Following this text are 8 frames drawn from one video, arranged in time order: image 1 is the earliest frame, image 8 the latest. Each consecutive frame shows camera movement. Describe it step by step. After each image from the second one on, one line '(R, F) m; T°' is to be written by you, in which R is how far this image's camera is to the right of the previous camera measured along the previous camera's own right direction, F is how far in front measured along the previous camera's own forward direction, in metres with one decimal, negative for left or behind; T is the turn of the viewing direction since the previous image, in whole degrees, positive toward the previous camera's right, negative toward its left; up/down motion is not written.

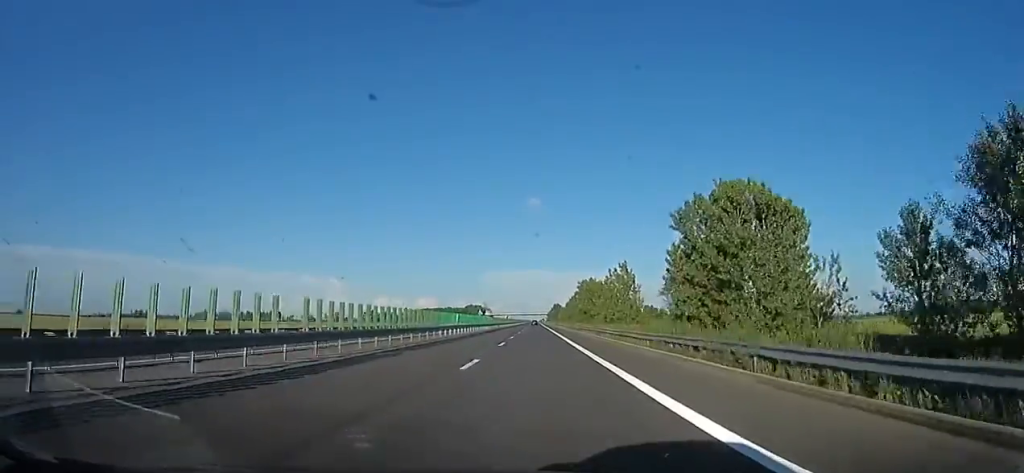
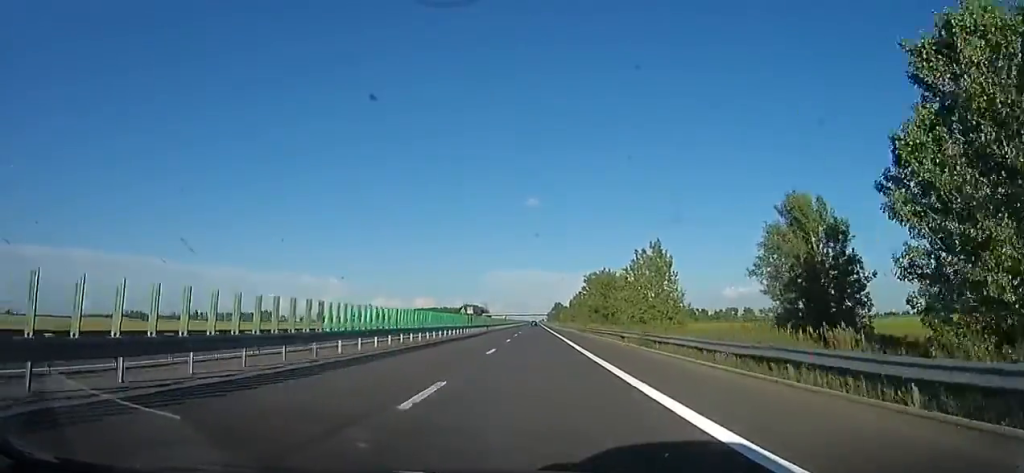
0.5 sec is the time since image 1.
(-0.6, +17.9) m; -1°
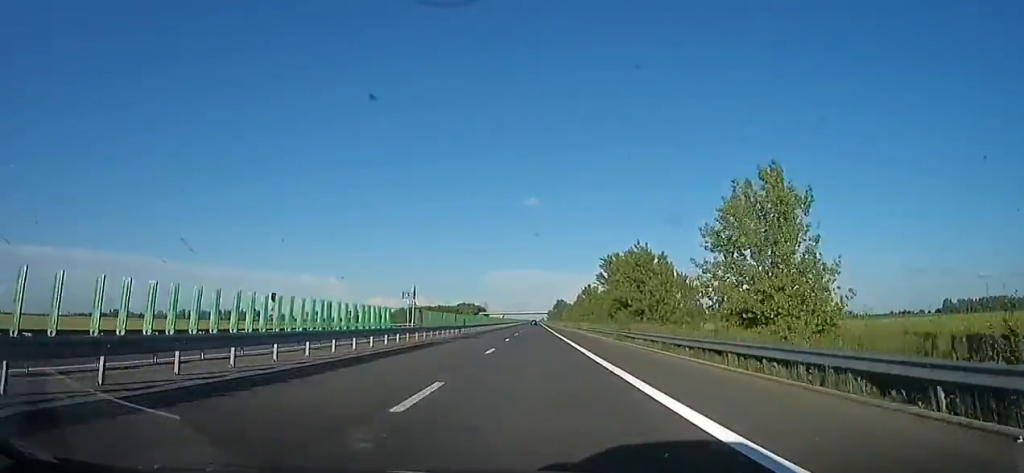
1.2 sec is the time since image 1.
(-0.3, +24.5) m; 0°
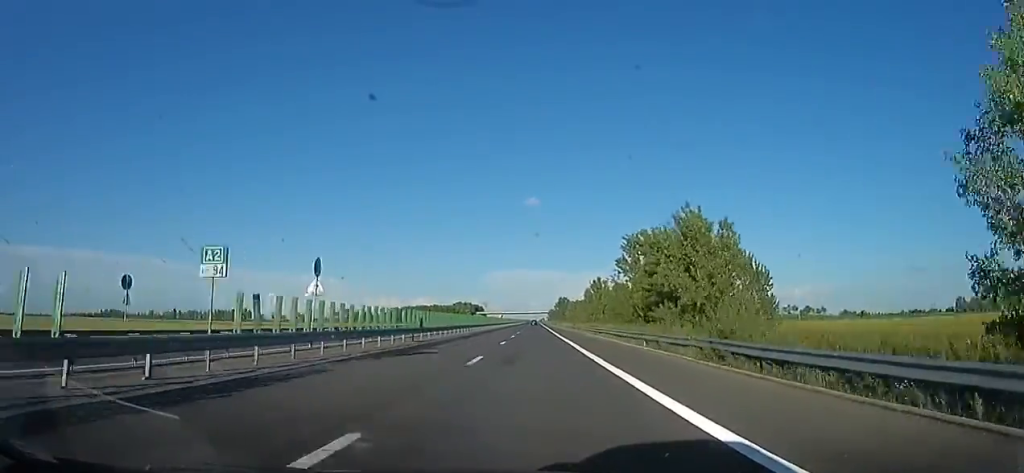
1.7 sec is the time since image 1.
(-0.3, +16.7) m; +1°
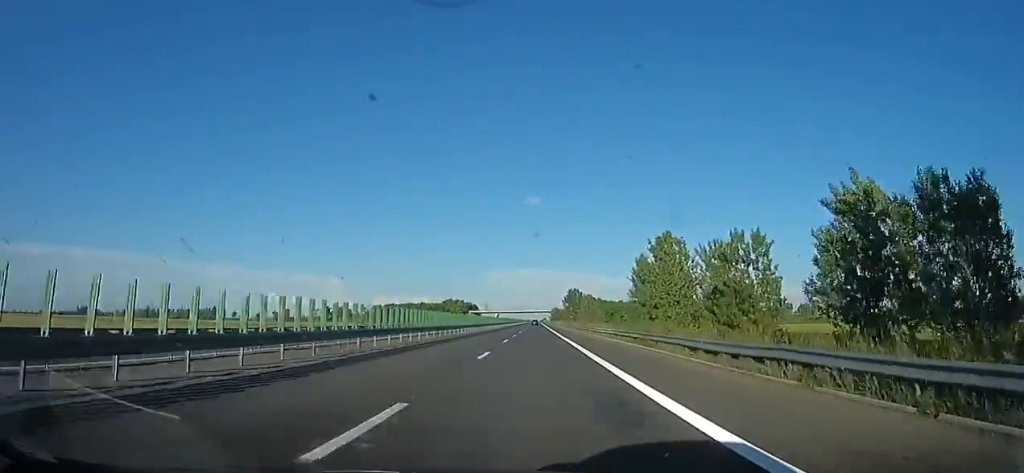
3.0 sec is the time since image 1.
(+1.2, +46.7) m; 0°
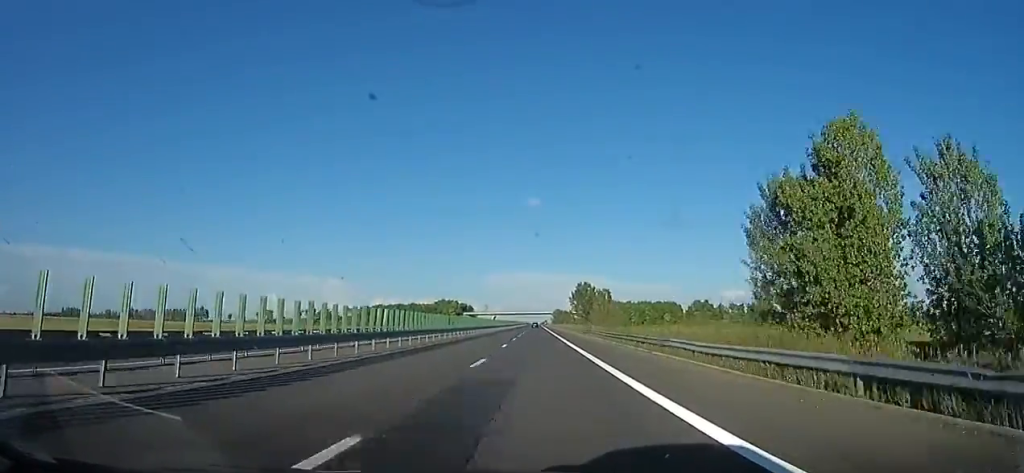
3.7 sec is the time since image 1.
(-0.8, +26.2) m; -2°
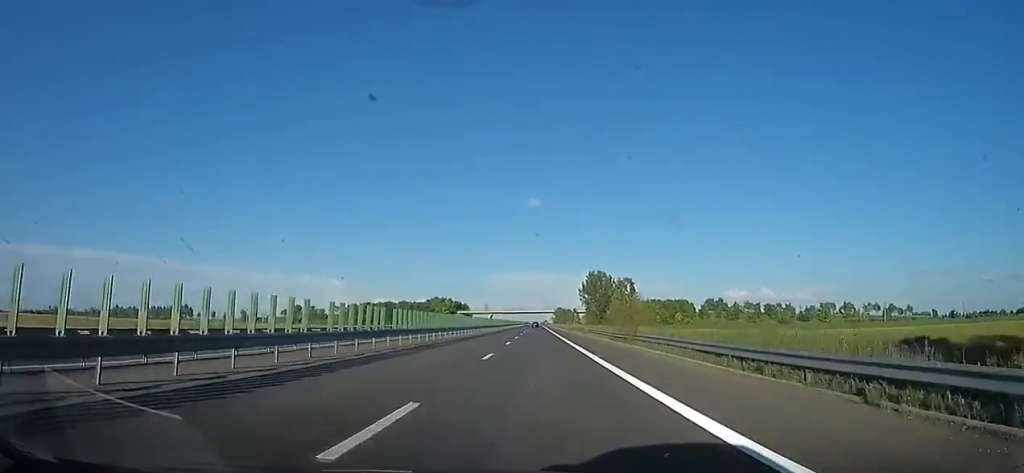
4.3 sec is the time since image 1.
(-0.1, +22.0) m; +1°
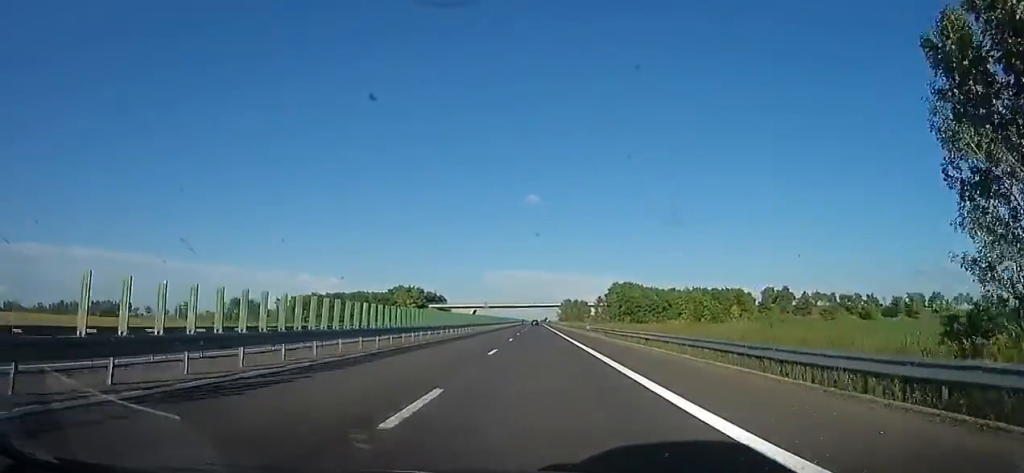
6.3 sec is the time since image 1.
(+1.3, +71.4) m; 0°
